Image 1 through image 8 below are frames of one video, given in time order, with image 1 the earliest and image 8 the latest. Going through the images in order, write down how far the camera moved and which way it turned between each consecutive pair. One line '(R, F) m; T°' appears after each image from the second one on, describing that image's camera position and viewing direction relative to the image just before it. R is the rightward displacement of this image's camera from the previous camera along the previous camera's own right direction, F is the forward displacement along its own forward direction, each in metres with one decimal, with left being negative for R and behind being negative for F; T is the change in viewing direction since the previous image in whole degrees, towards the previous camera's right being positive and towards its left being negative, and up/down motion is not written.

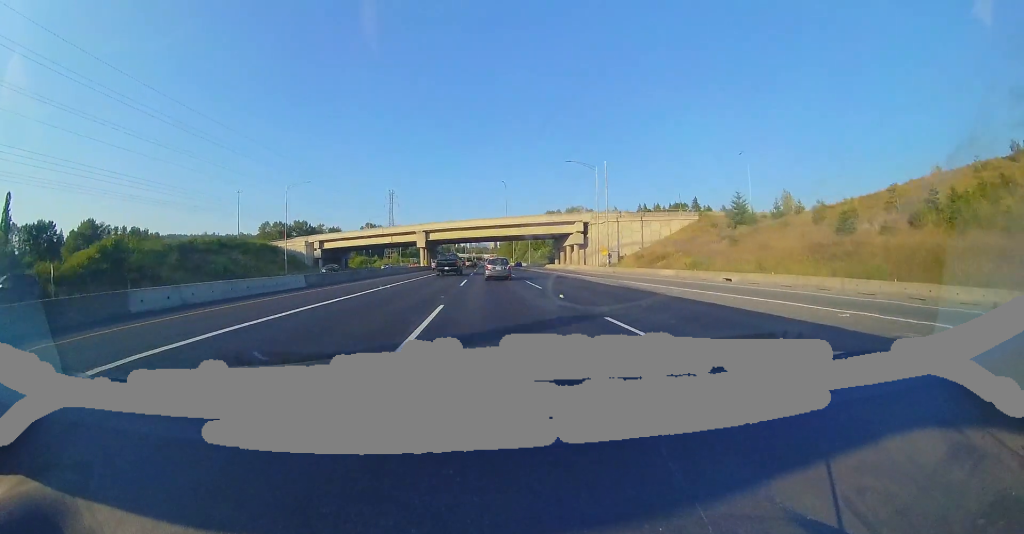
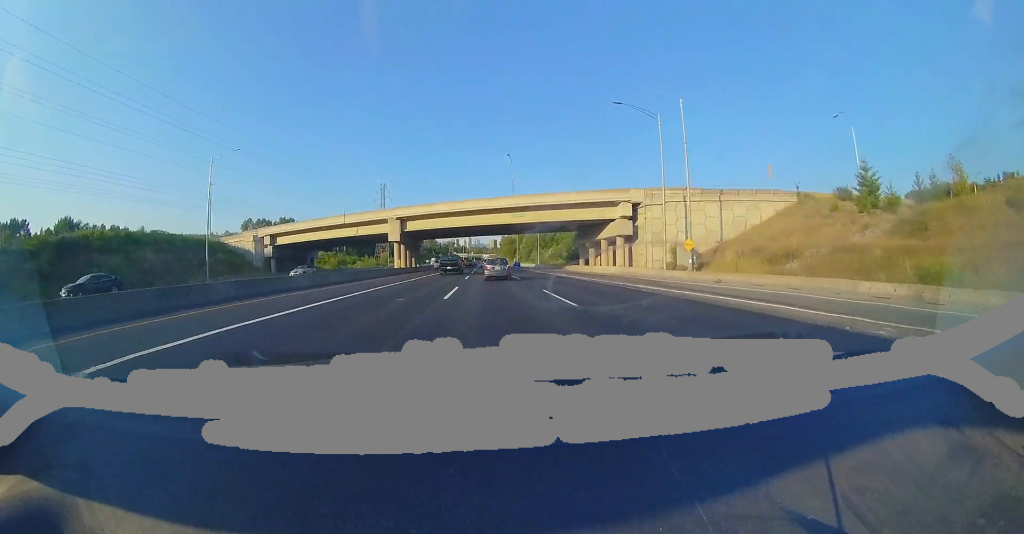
(+0.1, +18.8) m; 0°
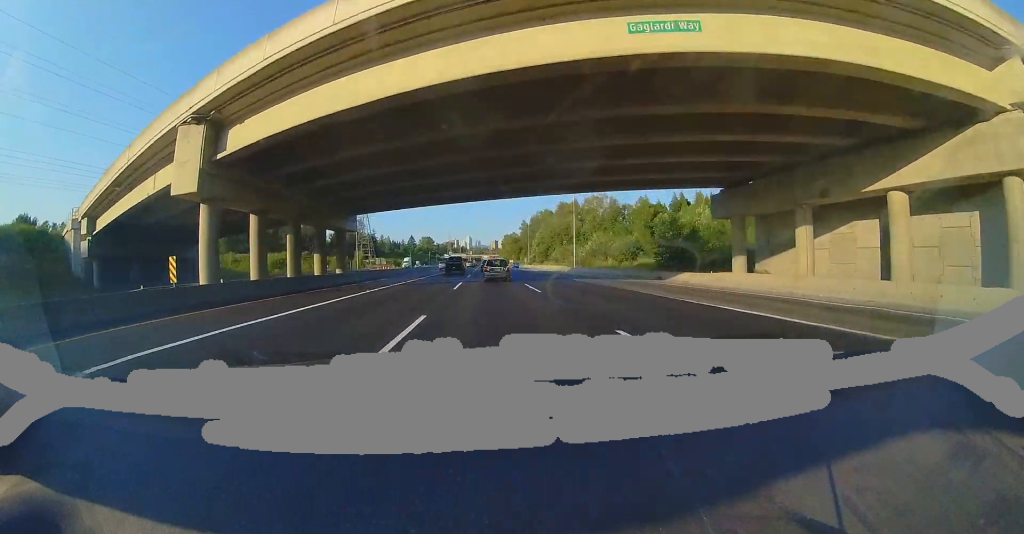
(0.0, +33.9) m; 0°
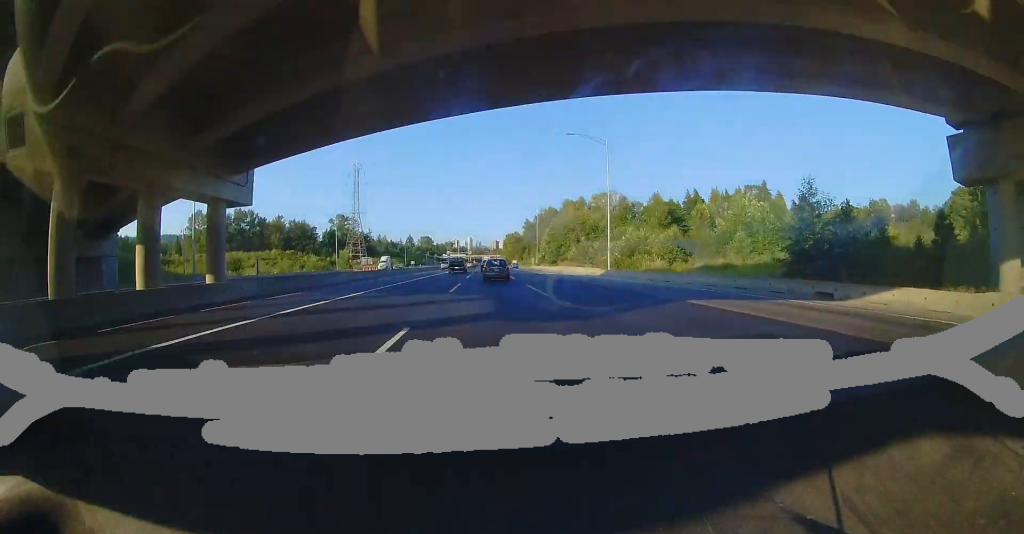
(0.0, +14.3) m; 0°
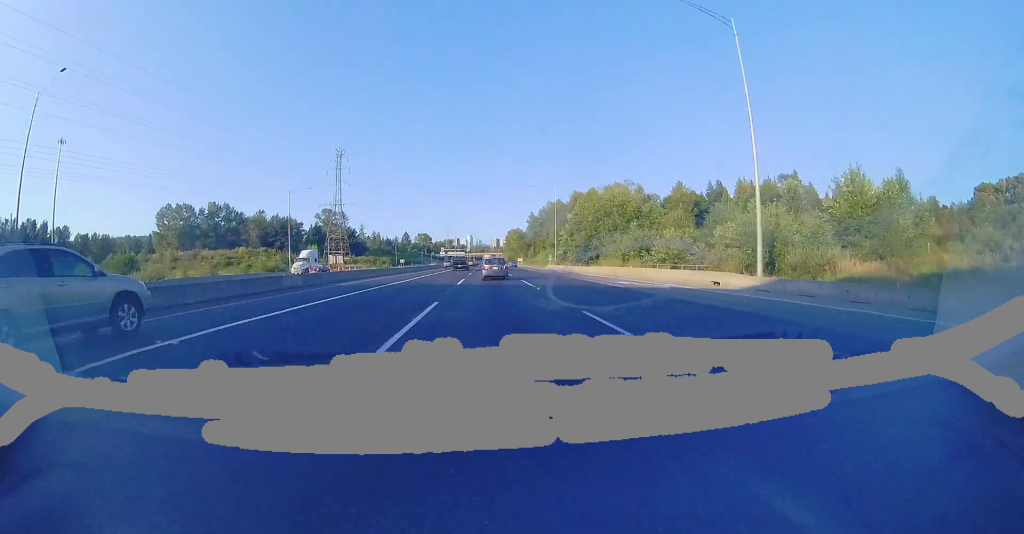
(0.0, +21.9) m; +1°
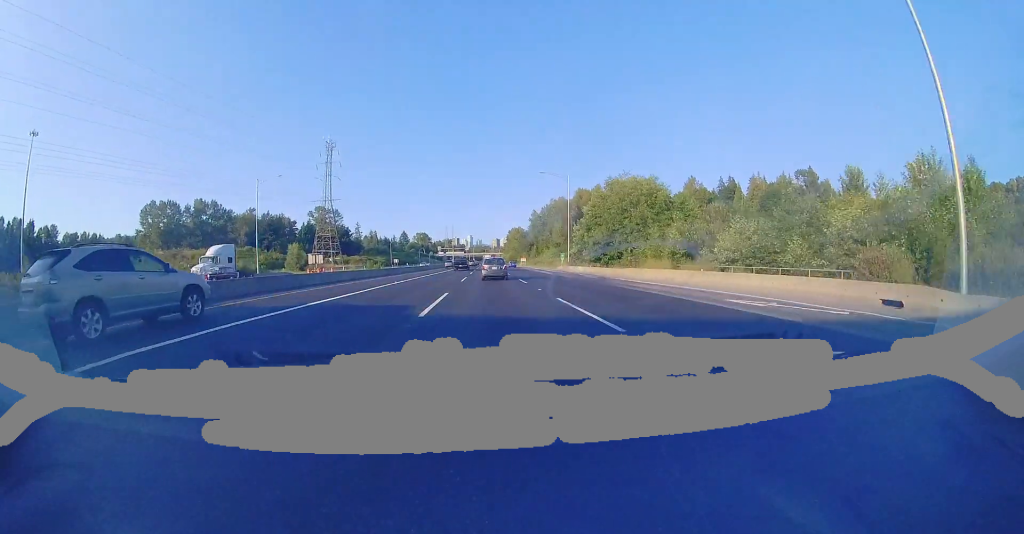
(0.0, +10.1) m; +1°
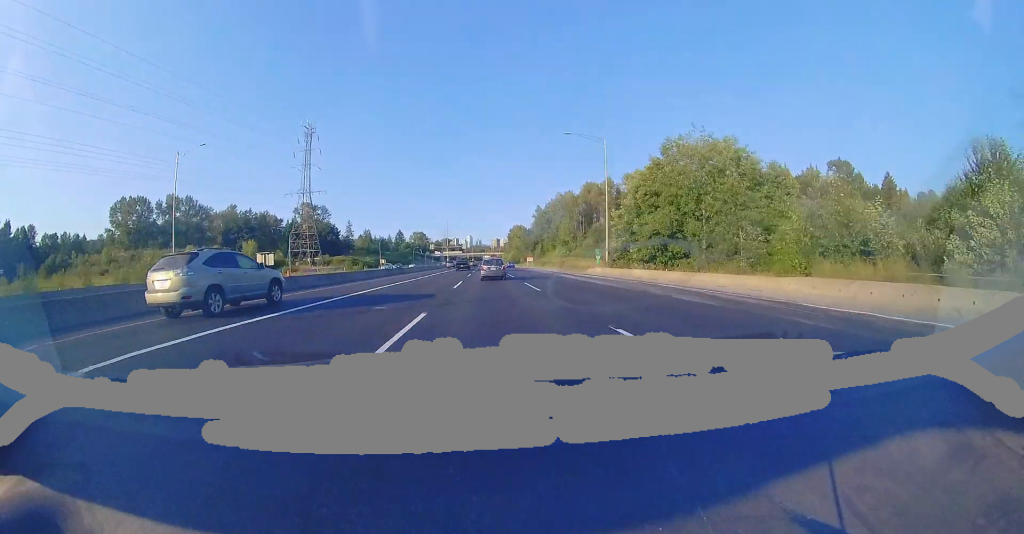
(+0.1, +17.7) m; +1°
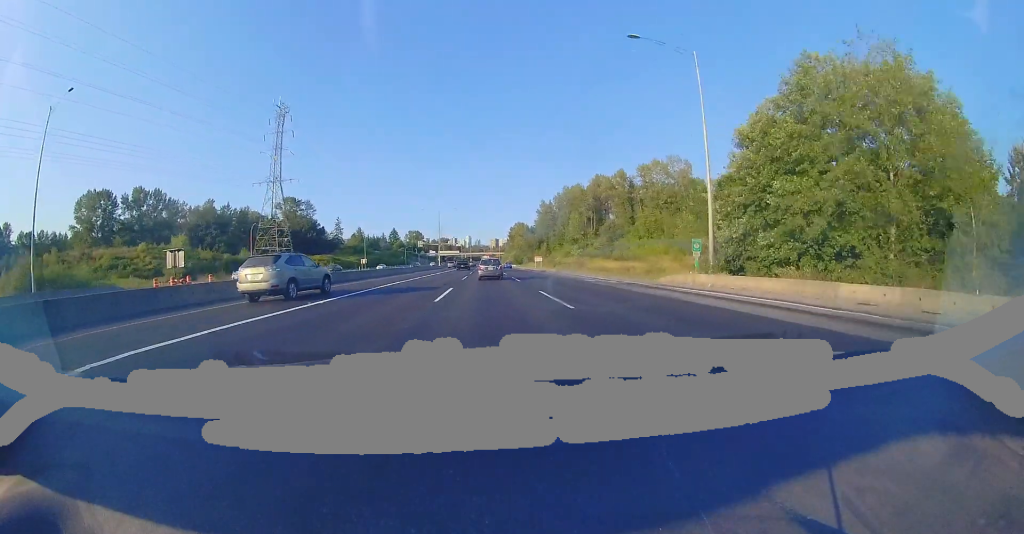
(+0.4, +18.5) m; 0°
